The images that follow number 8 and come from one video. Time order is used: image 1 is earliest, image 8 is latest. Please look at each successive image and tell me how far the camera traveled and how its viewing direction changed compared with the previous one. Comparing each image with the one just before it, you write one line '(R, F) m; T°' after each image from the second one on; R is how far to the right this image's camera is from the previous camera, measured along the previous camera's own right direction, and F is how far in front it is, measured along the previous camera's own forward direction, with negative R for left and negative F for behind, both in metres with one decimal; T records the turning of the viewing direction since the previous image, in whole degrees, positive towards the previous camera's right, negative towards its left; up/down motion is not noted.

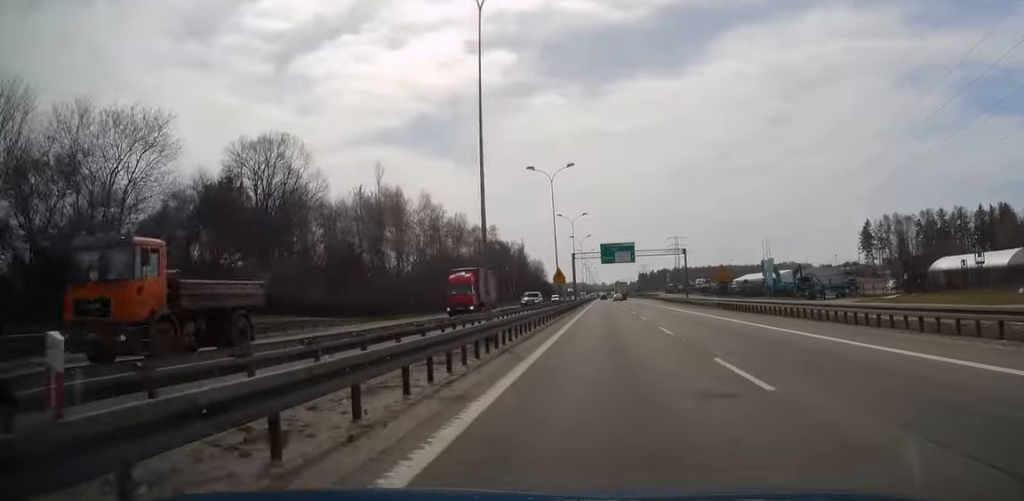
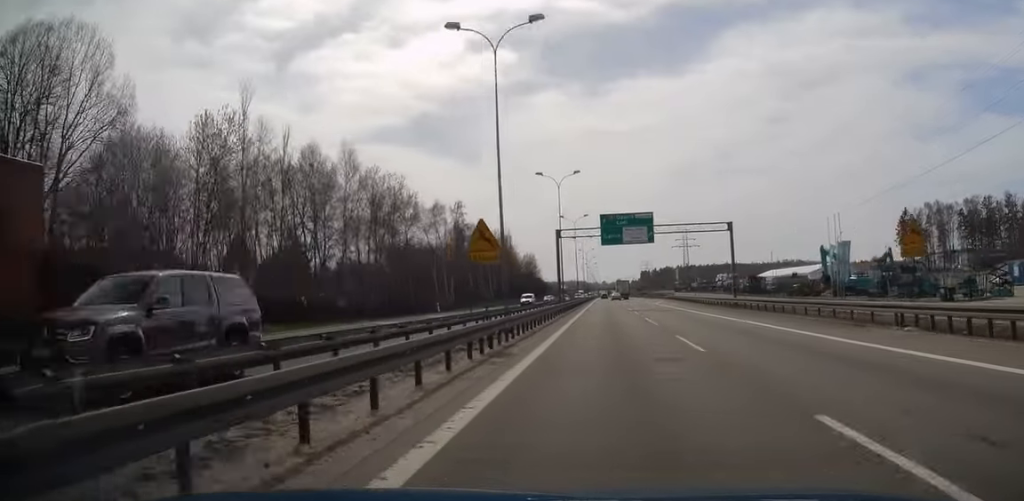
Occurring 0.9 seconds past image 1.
(0.0, +31.4) m; 0°
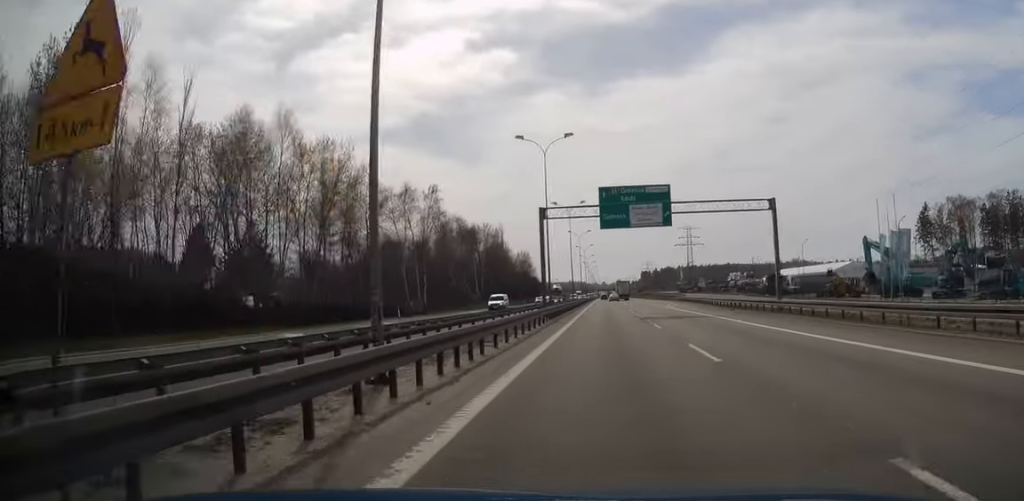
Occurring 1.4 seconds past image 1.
(0.0, +14.5) m; 0°
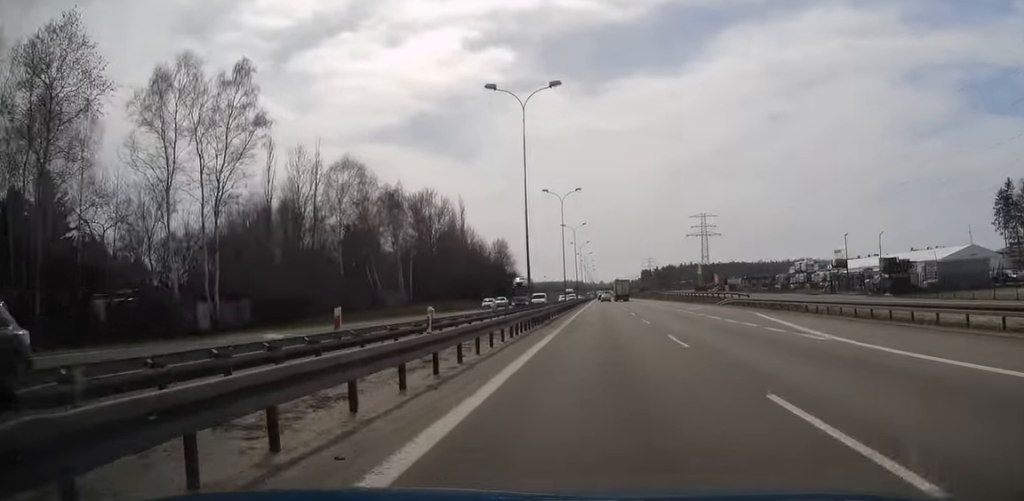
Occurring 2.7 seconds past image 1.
(0.0, +45.9) m; 0°
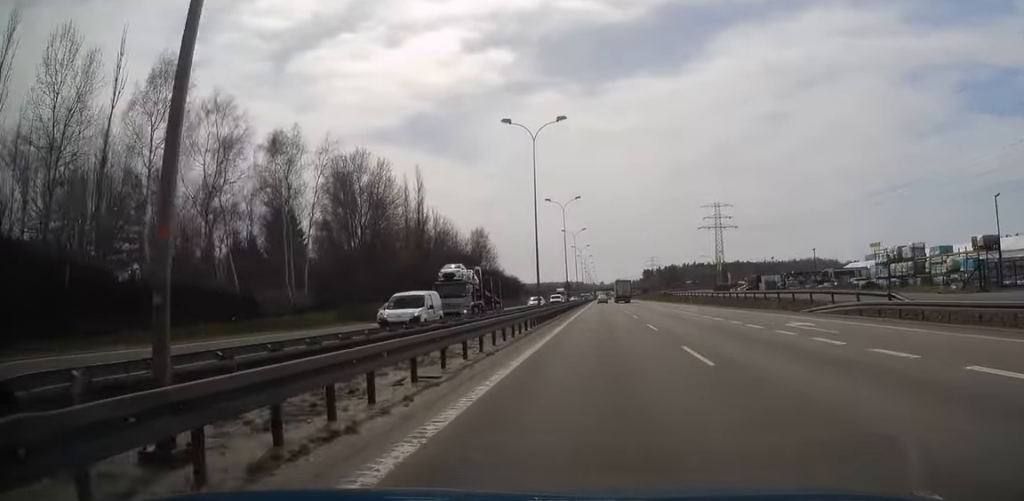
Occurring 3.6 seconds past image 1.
(0.0, +29.1) m; 0°
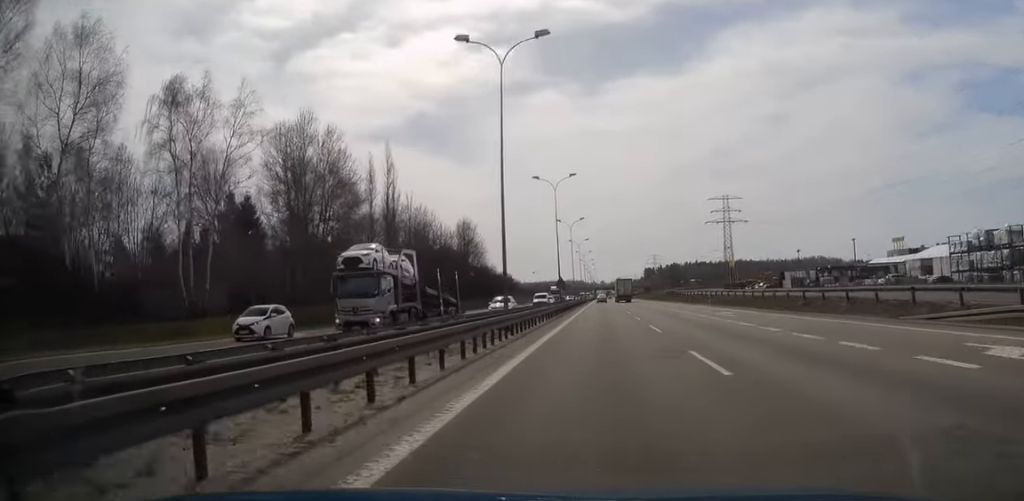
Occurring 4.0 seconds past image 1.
(0.0, +14.0) m; 0°
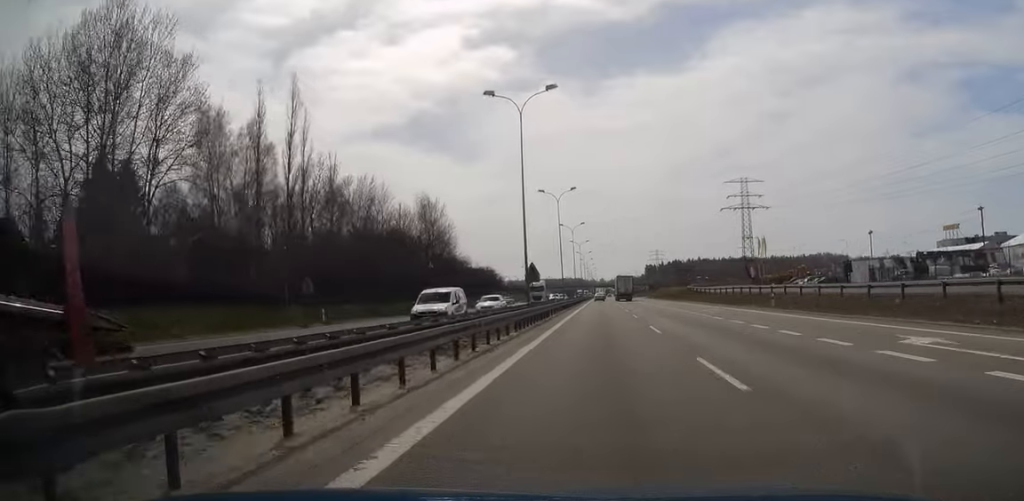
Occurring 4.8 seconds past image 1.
(0.0, +26.3) m; 0°
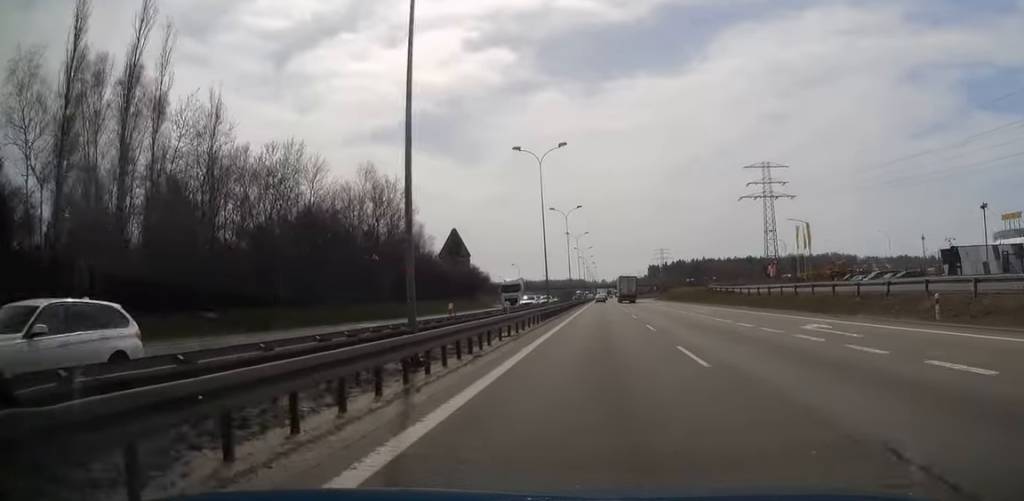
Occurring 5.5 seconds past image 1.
(0.0, +21.8) m; 0°
